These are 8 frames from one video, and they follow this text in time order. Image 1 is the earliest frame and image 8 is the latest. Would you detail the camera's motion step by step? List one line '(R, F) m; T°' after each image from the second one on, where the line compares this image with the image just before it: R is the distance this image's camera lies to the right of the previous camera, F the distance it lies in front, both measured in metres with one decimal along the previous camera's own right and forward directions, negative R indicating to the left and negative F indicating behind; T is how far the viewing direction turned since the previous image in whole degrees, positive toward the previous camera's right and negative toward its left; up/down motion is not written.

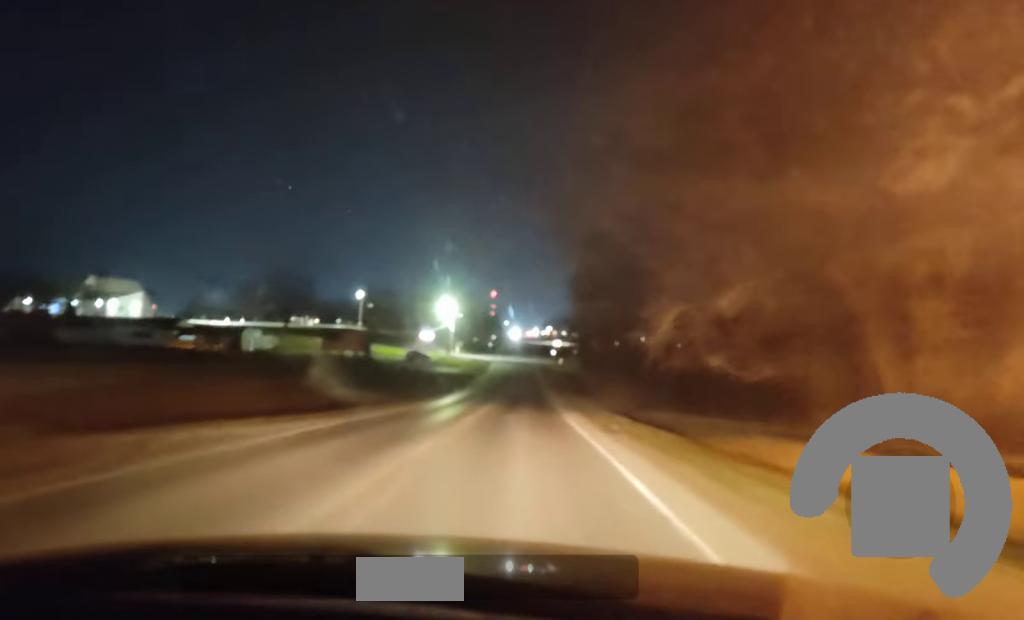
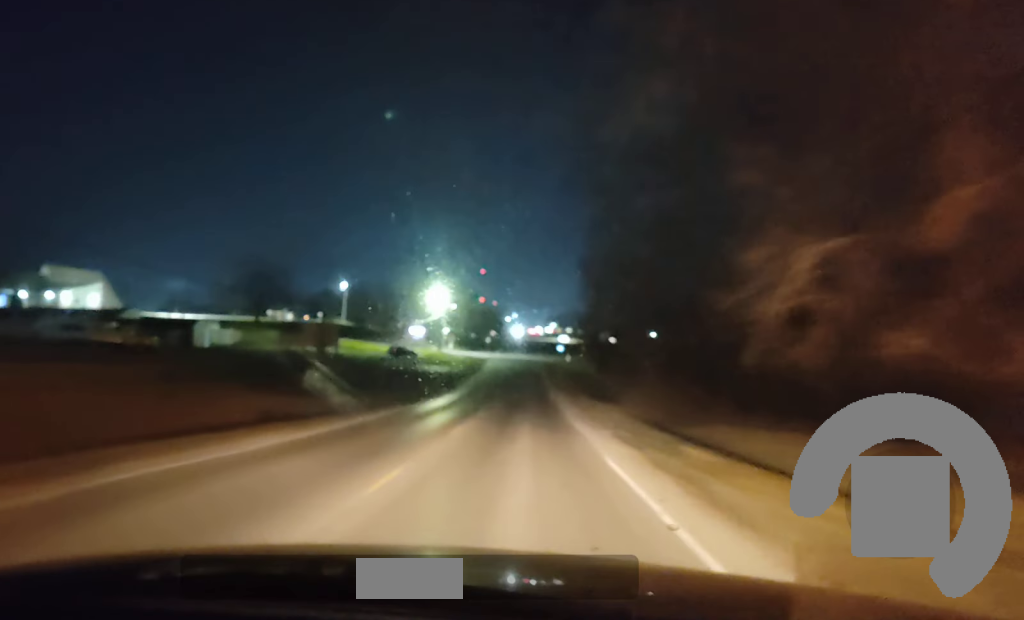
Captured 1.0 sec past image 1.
(0.0, +16.1) m; 0°
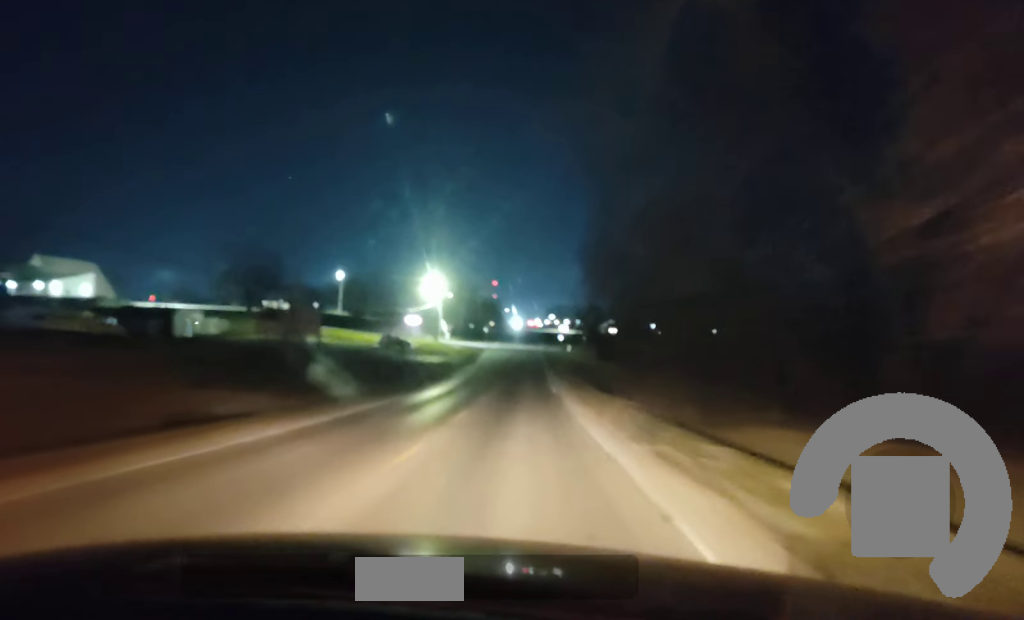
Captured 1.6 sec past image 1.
(0.0, +9.7) m; 0°
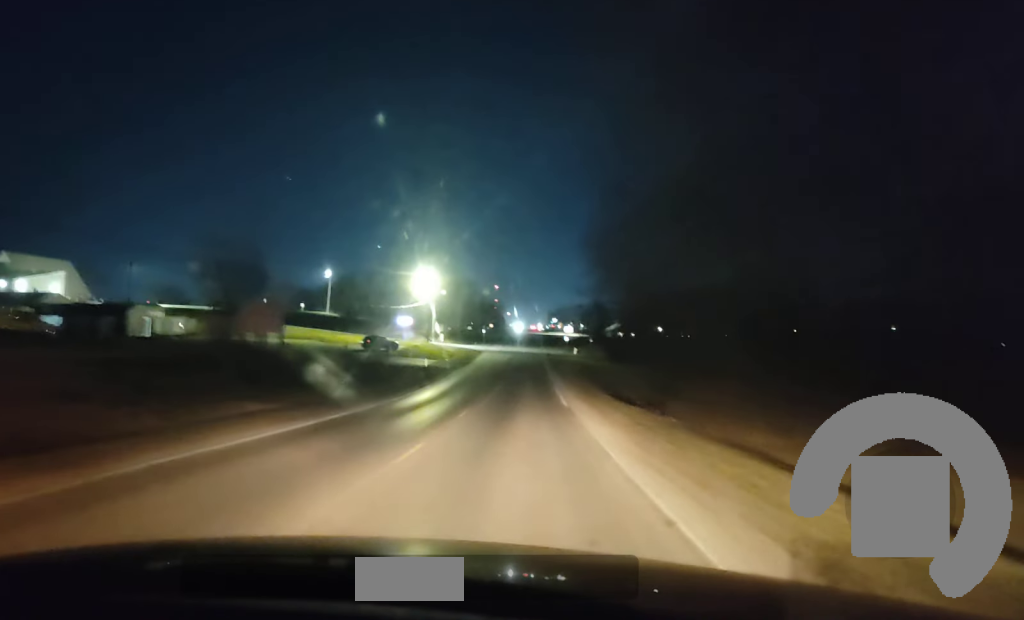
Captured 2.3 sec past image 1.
(0.0, +11.6) m; 0°
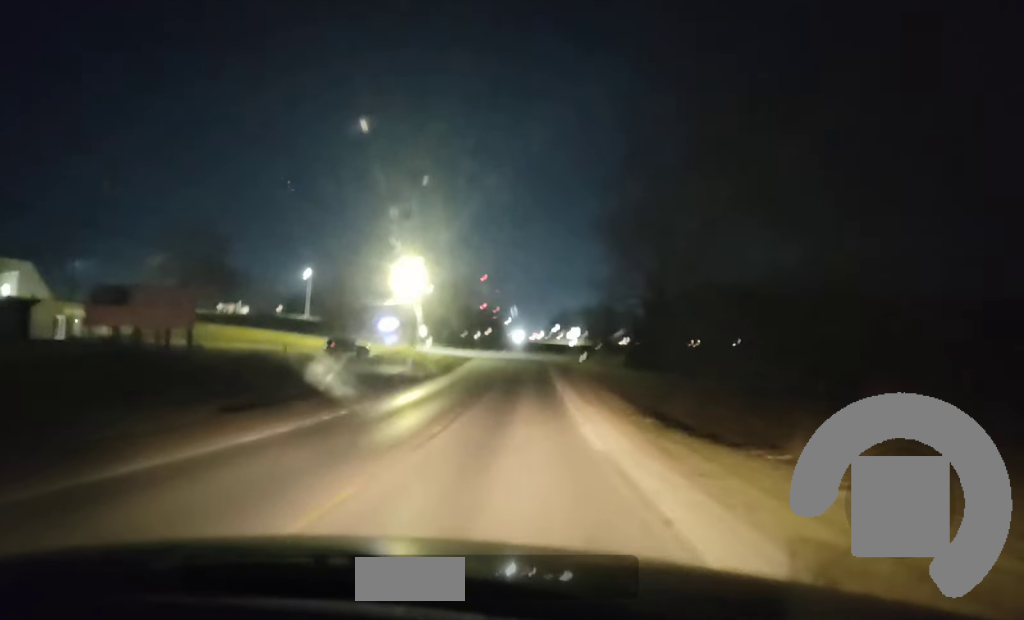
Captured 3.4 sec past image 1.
(0.0, +17.5) m; 0°
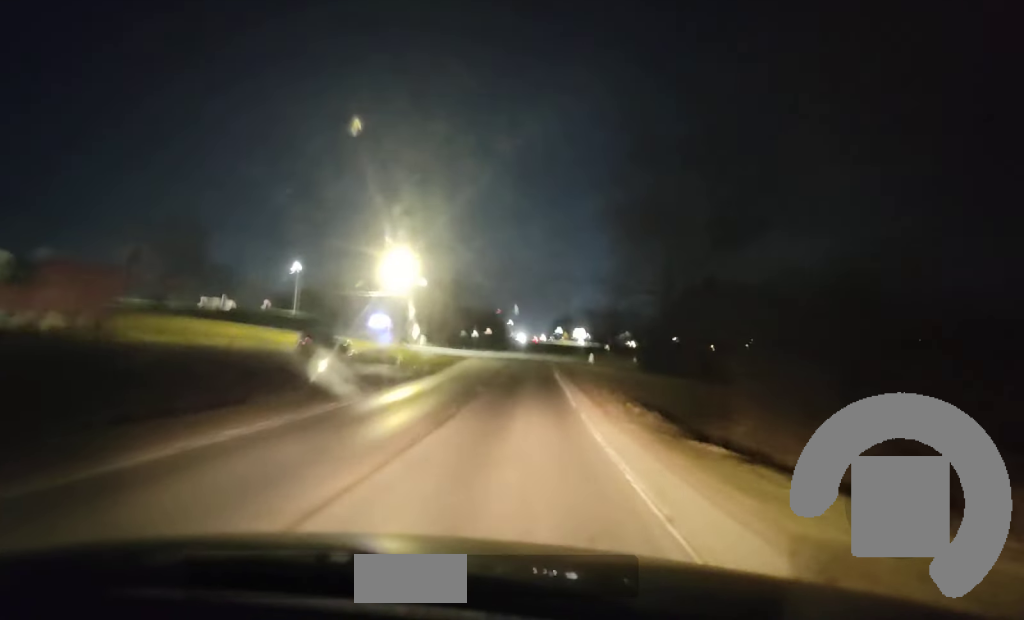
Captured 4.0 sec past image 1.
(0.0, +10.1) m; 0°
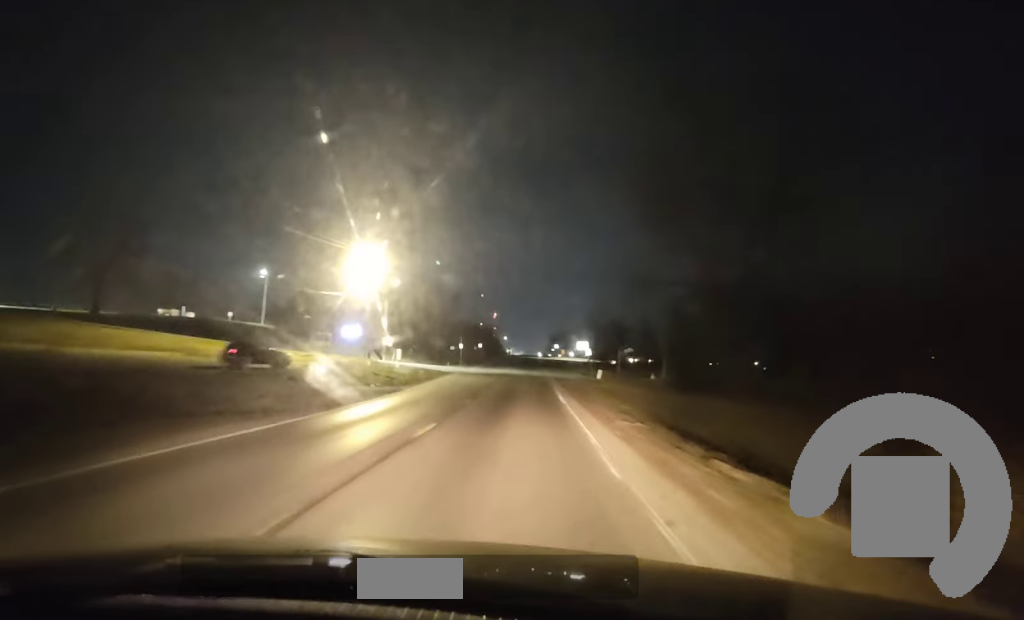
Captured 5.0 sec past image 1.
(0.0, +17.6) m; 0°
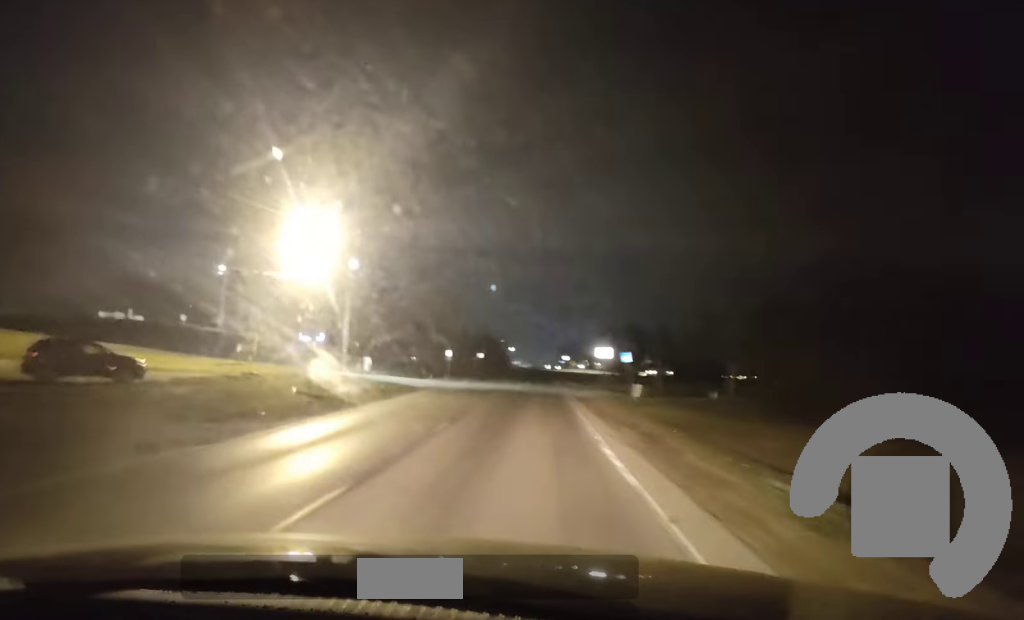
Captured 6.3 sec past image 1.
(-0.1, +21.8) m; -1°
